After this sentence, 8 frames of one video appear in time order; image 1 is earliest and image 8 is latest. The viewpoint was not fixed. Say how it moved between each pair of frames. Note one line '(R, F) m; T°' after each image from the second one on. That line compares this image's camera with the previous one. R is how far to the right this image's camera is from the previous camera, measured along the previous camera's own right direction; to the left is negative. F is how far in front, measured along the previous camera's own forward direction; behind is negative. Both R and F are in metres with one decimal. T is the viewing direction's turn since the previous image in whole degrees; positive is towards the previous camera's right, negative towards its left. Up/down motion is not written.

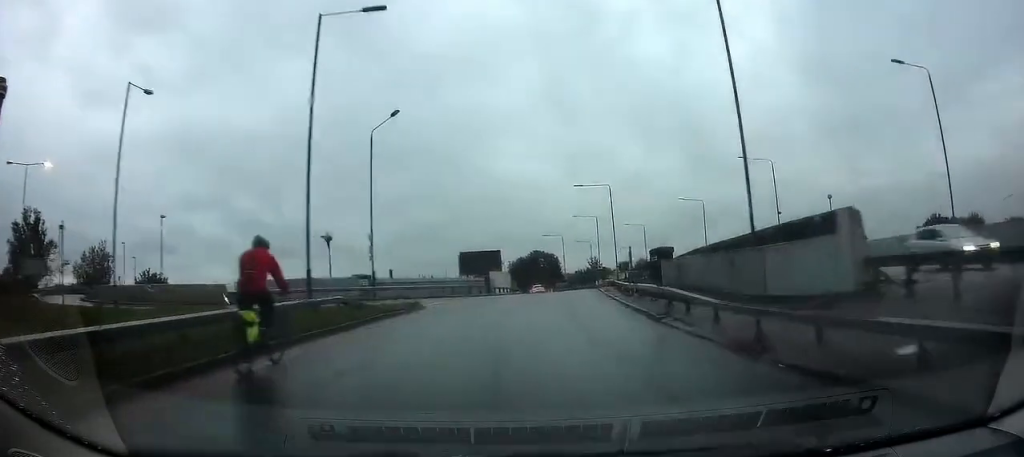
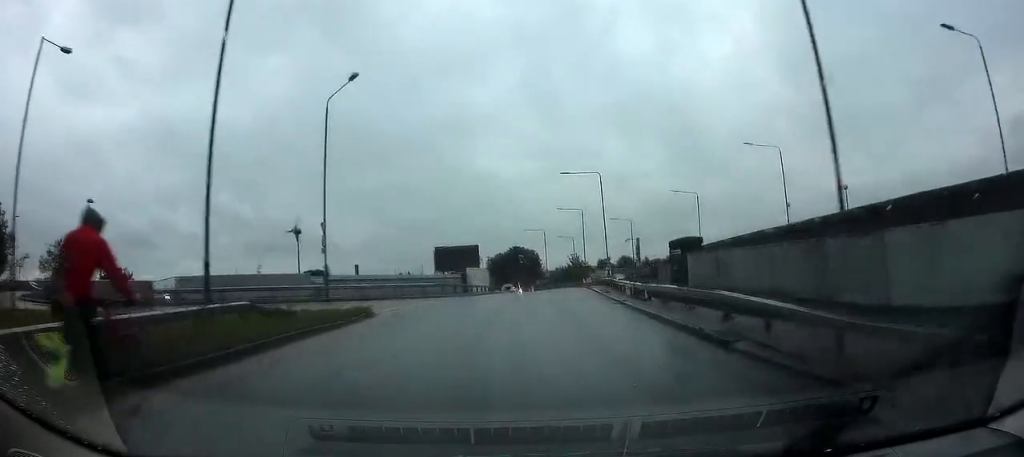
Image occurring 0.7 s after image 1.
(+0.1, +5.7) m; +1°
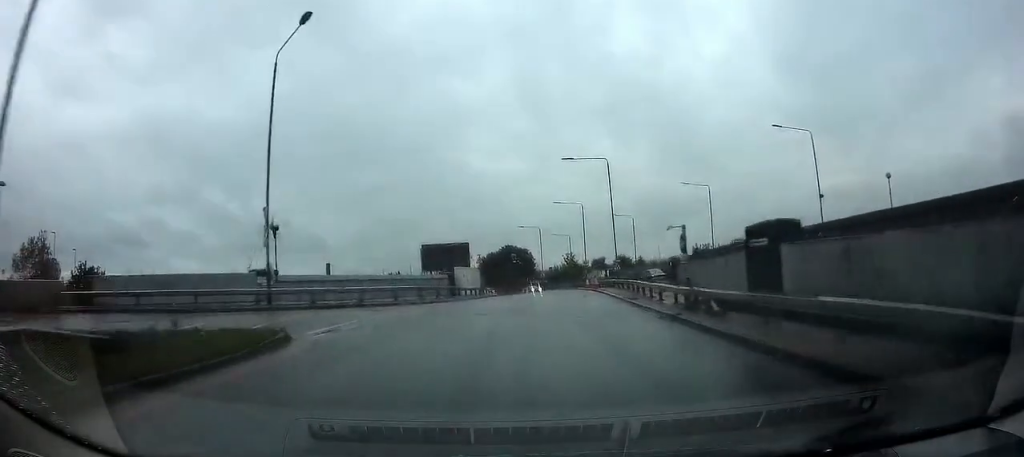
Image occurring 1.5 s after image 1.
(+0.1, +6.7) m; +1°
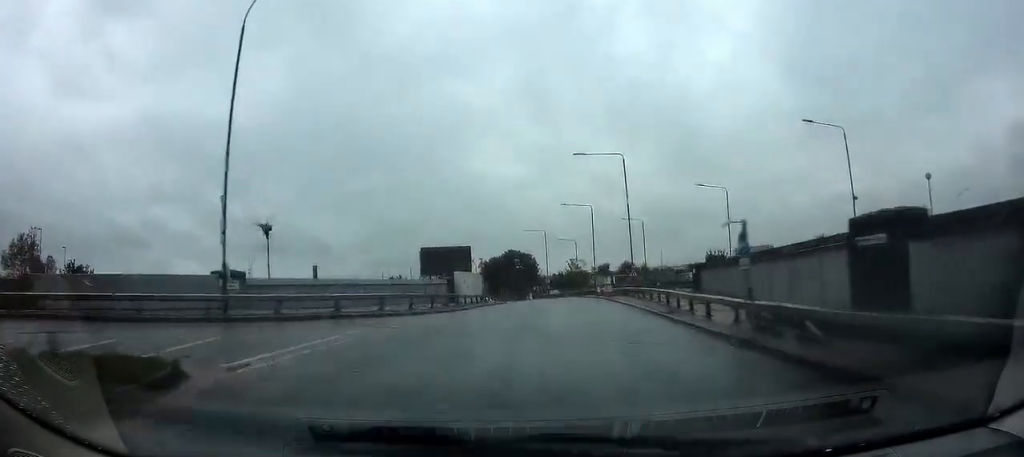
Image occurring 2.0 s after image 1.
(0.0, +4.1) m; +1°
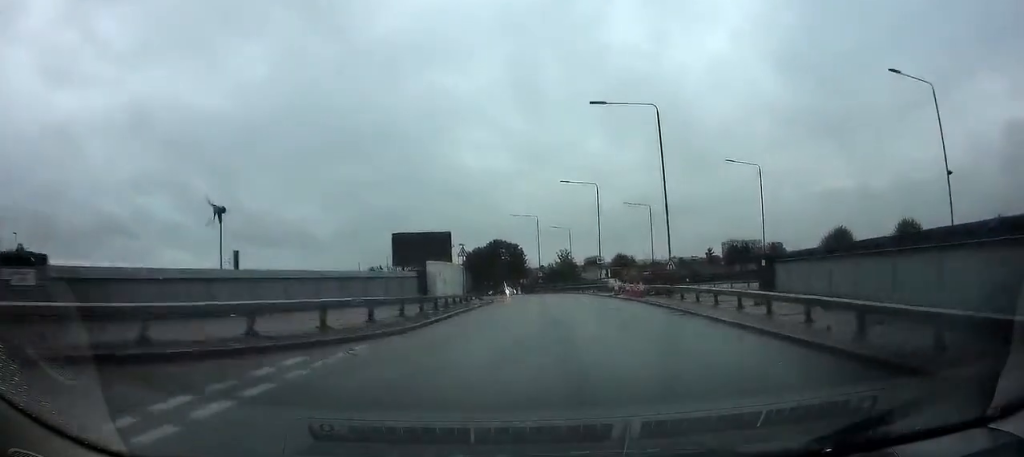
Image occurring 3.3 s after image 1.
(+0.1, +10.9) m; +1°
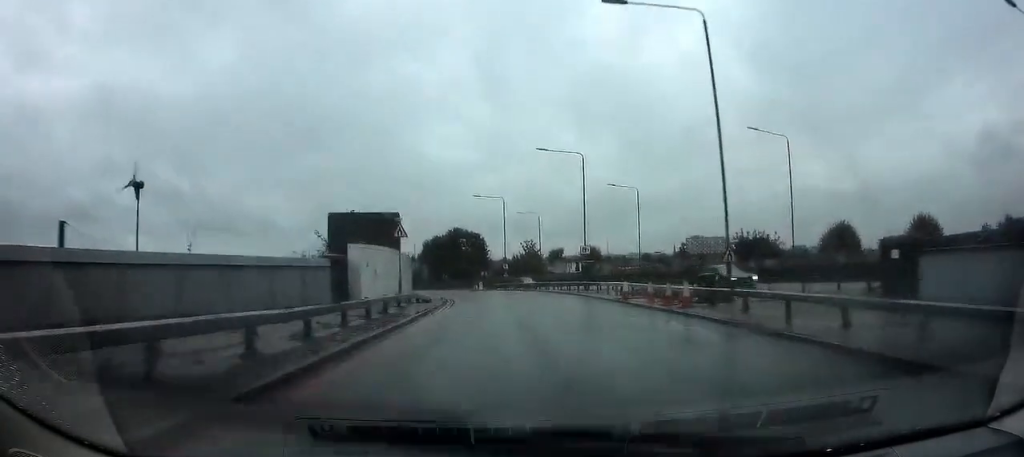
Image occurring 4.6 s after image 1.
(+0.4, +11.1) m; +3°
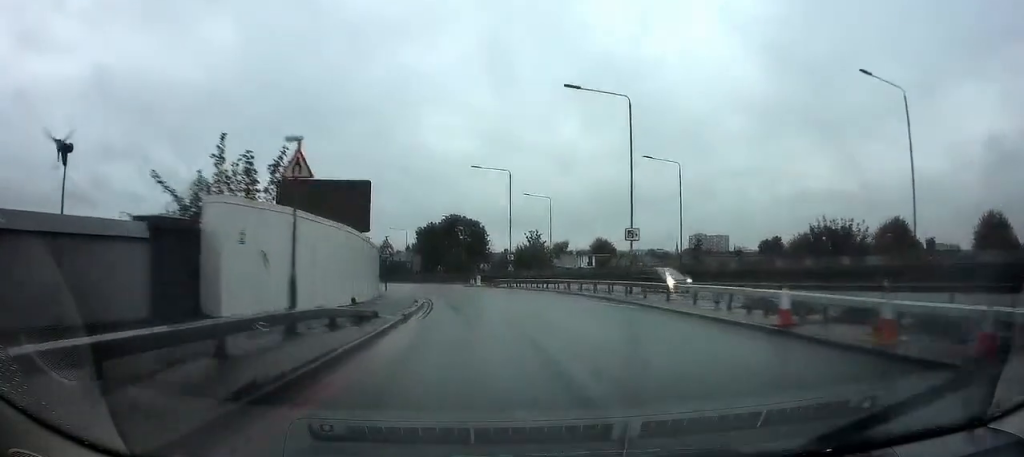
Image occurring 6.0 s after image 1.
(+0.1, +13.2) m; +1°
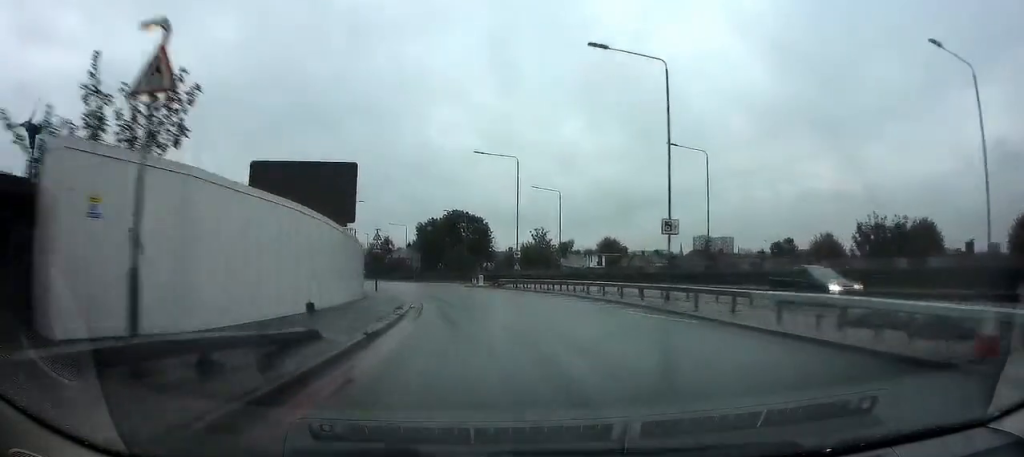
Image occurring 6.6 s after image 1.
(+0.1, +5.3) m; 0°
